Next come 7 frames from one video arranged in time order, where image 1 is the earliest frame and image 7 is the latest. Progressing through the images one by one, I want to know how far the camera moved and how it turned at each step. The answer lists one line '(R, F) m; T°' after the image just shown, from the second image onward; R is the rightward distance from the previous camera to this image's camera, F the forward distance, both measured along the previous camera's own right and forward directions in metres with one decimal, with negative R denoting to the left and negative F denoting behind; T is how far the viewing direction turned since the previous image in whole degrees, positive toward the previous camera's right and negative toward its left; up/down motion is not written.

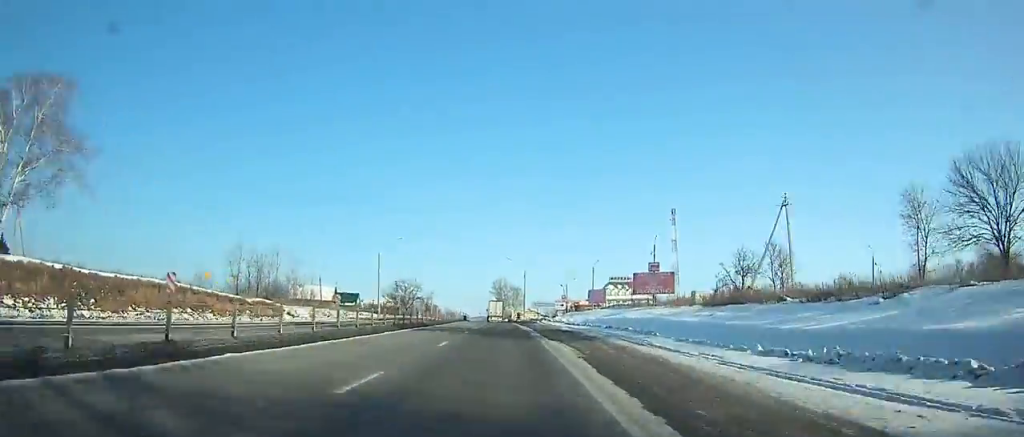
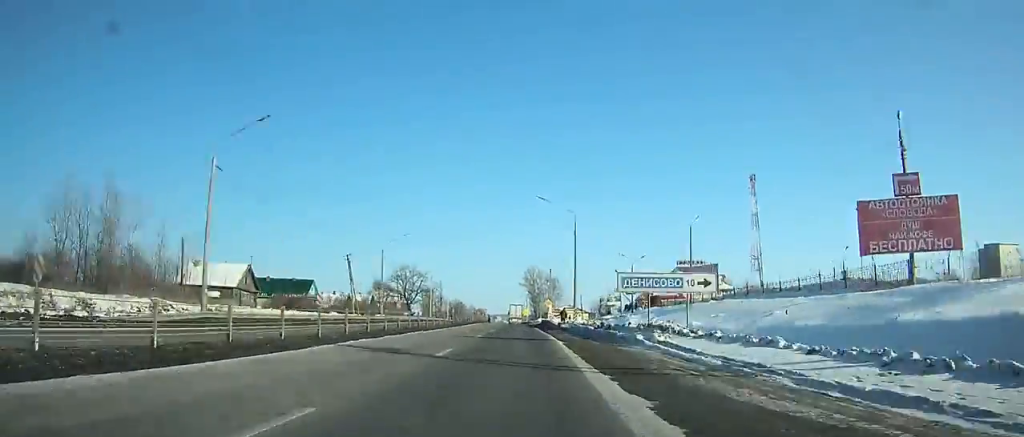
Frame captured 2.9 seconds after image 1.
(-0.7, +51.0) m; -2°
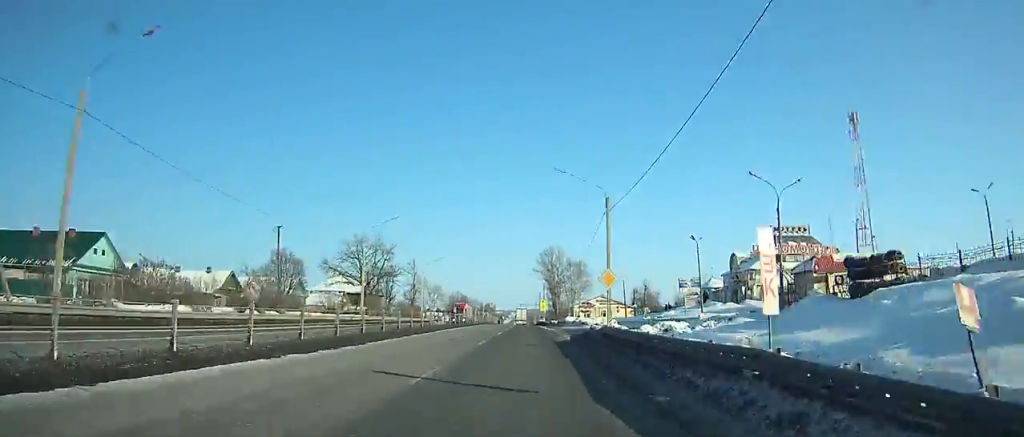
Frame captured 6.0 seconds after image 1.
(-1.0, +53.0) m; -2°
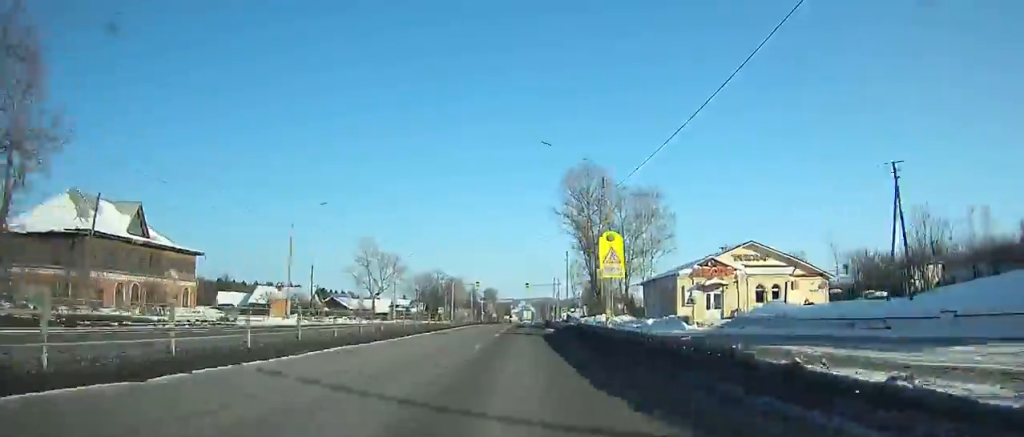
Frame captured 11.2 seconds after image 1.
(-1.1, +86.3) m; -1°
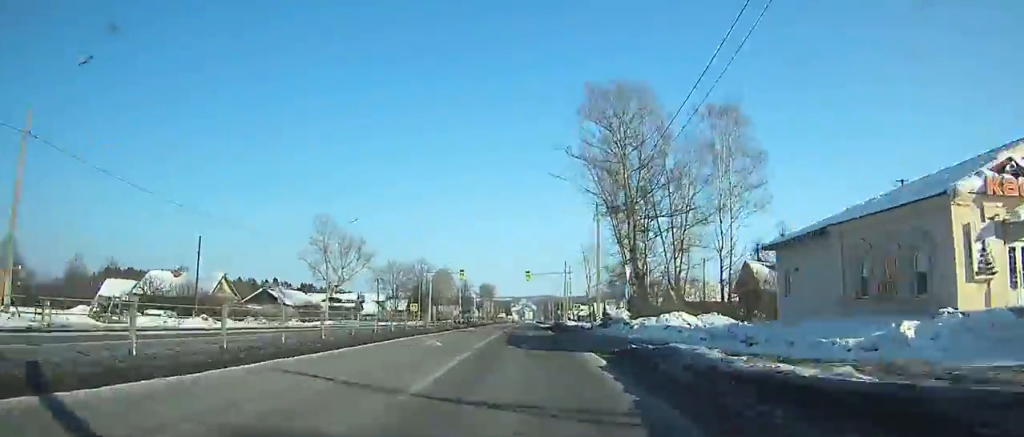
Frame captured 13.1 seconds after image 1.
(-0.2, +31.2) m; 0°
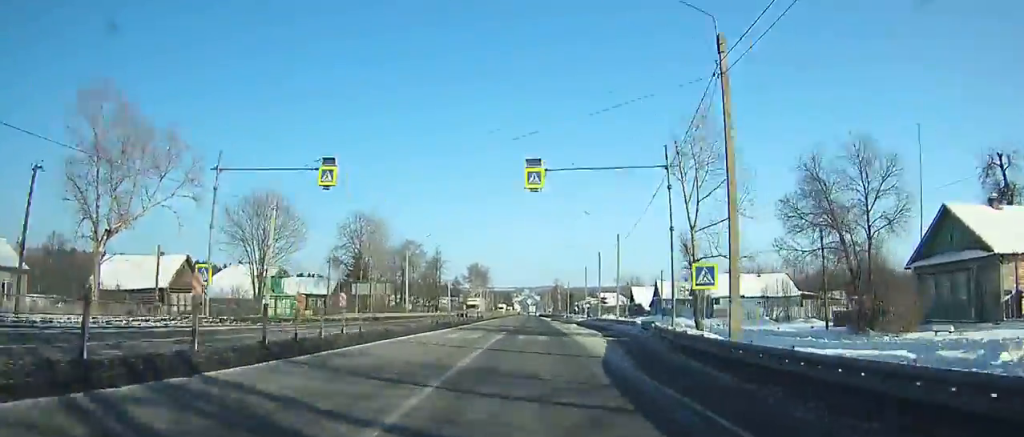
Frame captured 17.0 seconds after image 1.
(-0.1, +64.9) m; 0°
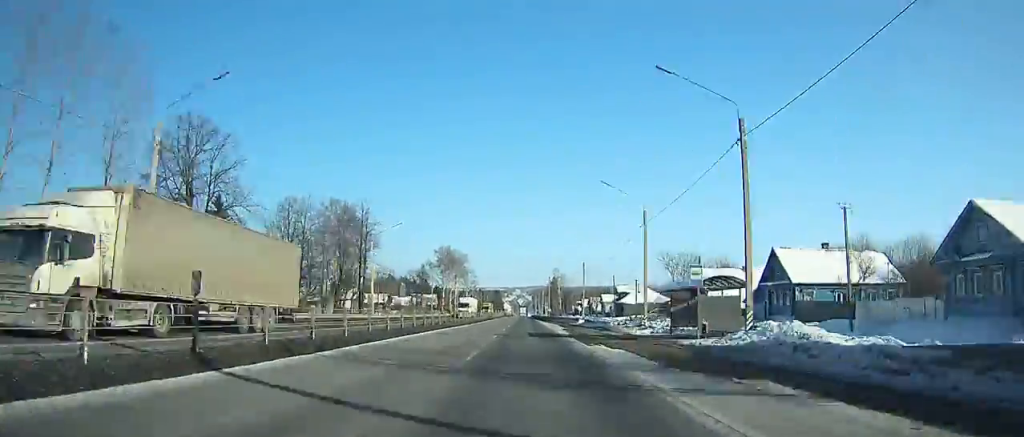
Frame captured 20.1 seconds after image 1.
(+0.3, +53.1) m; 0°
